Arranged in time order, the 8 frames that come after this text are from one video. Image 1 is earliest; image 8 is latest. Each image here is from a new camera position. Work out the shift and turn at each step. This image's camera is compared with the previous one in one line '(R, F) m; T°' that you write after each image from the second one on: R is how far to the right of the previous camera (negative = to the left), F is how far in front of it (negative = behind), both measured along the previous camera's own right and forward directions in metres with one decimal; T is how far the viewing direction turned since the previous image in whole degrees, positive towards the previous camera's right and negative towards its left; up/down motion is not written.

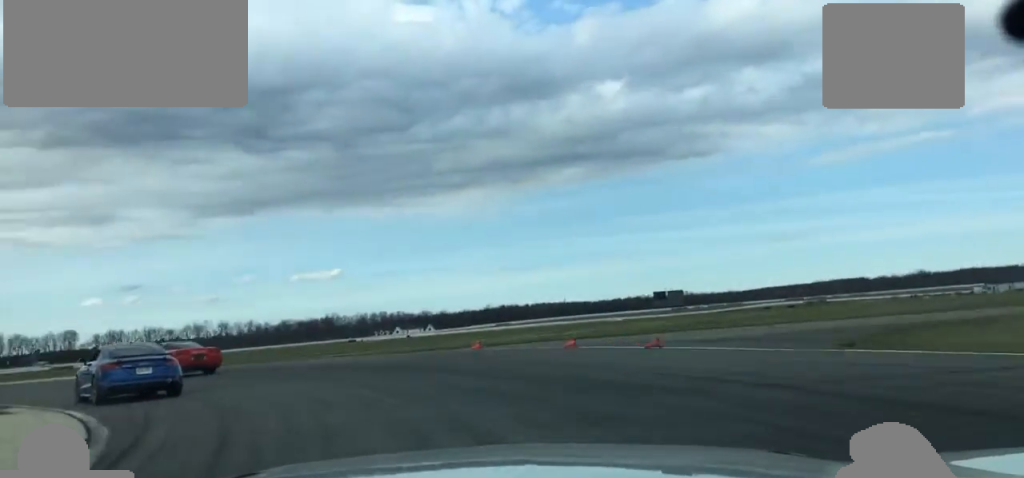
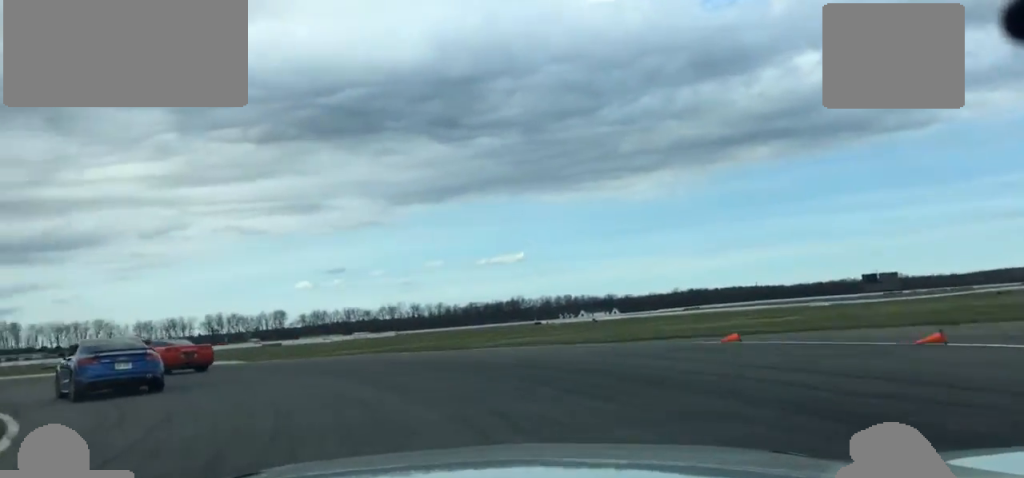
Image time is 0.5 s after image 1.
(-1.7, +10.9) m; -13°
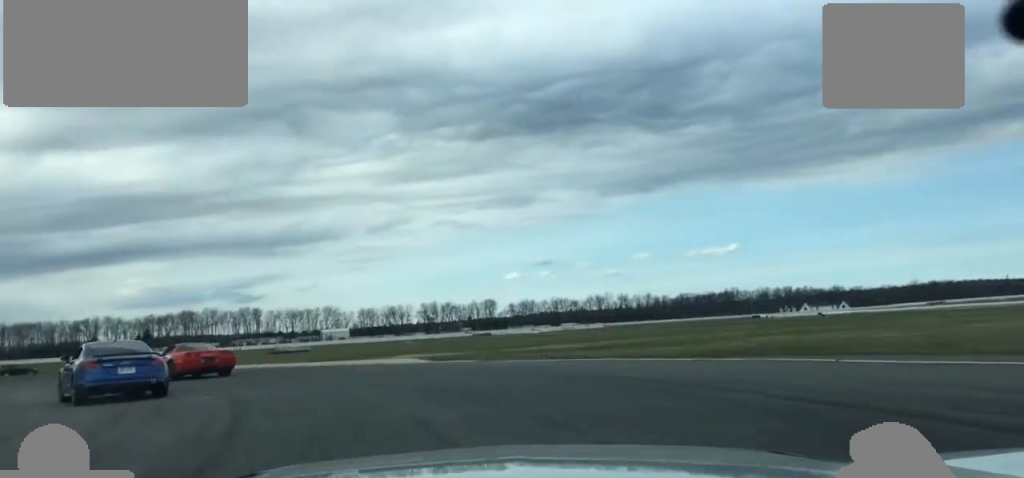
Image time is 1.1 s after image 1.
(-0.9, +10.7) m; -13°
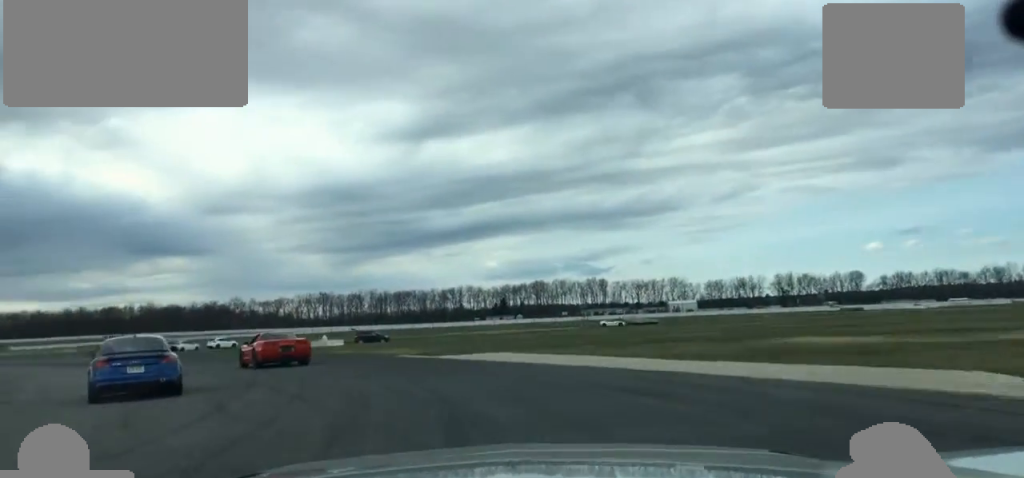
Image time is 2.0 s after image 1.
(-3.8, +19.3) m; -23°
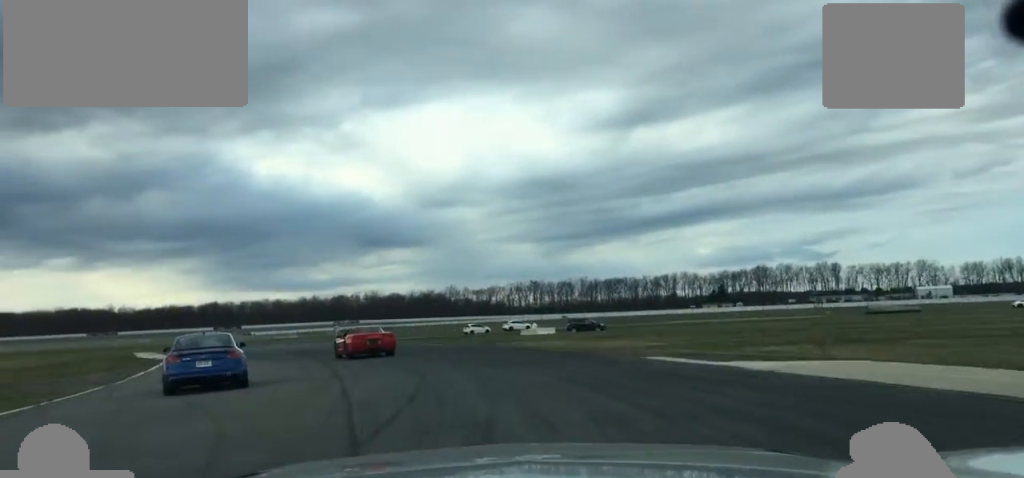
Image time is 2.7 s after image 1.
(-2.2, +13.9) m; -13°
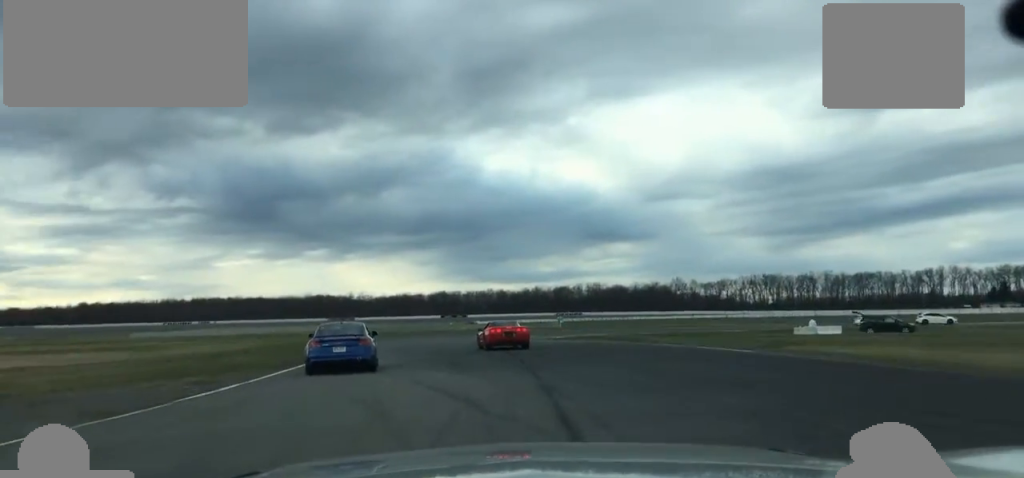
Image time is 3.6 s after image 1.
(-2.3, +18.3) m; -11°
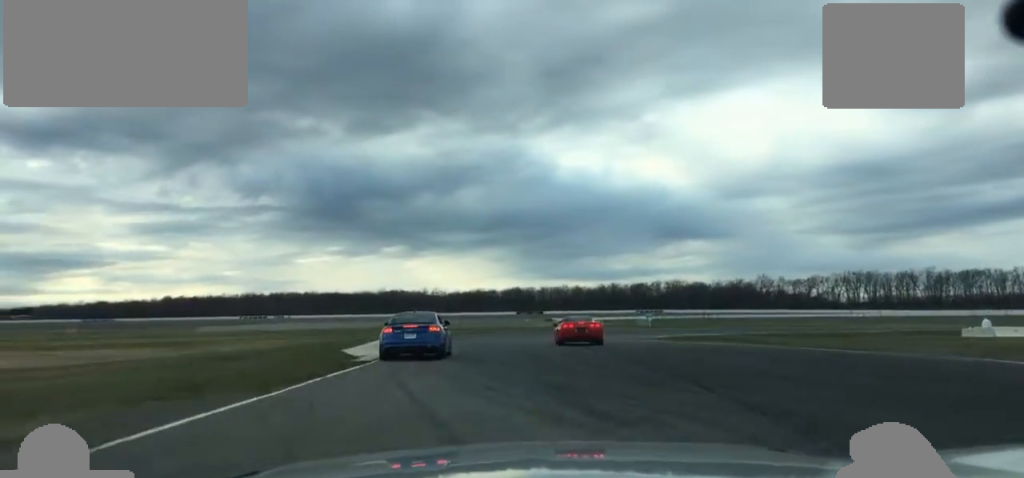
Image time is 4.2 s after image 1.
(-0.8, +12.9) m; -4°
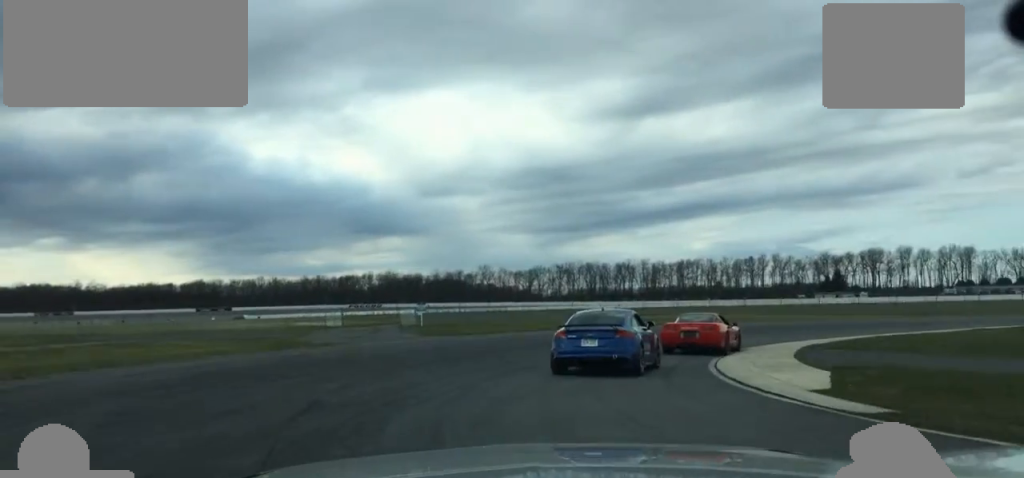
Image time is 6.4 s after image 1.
(+2.6, +47.1) m; +17°
